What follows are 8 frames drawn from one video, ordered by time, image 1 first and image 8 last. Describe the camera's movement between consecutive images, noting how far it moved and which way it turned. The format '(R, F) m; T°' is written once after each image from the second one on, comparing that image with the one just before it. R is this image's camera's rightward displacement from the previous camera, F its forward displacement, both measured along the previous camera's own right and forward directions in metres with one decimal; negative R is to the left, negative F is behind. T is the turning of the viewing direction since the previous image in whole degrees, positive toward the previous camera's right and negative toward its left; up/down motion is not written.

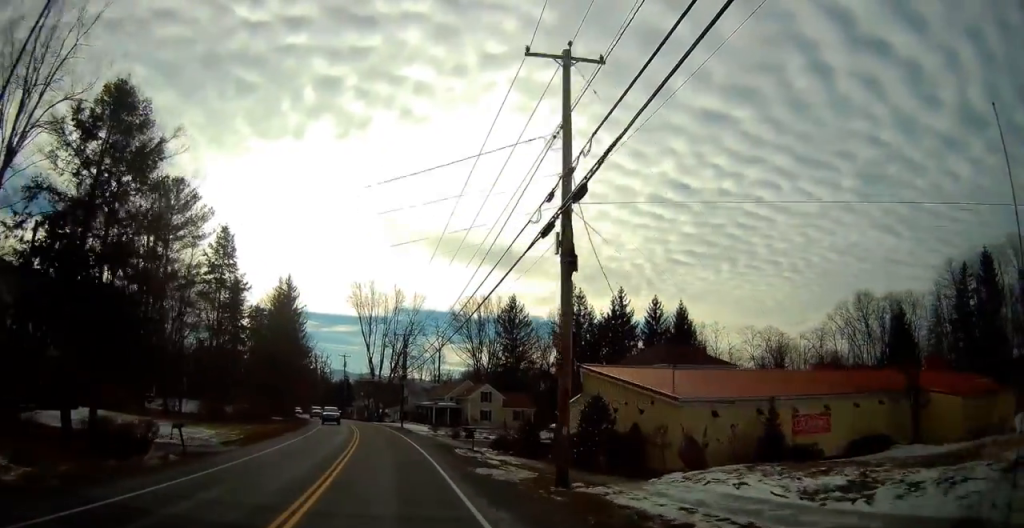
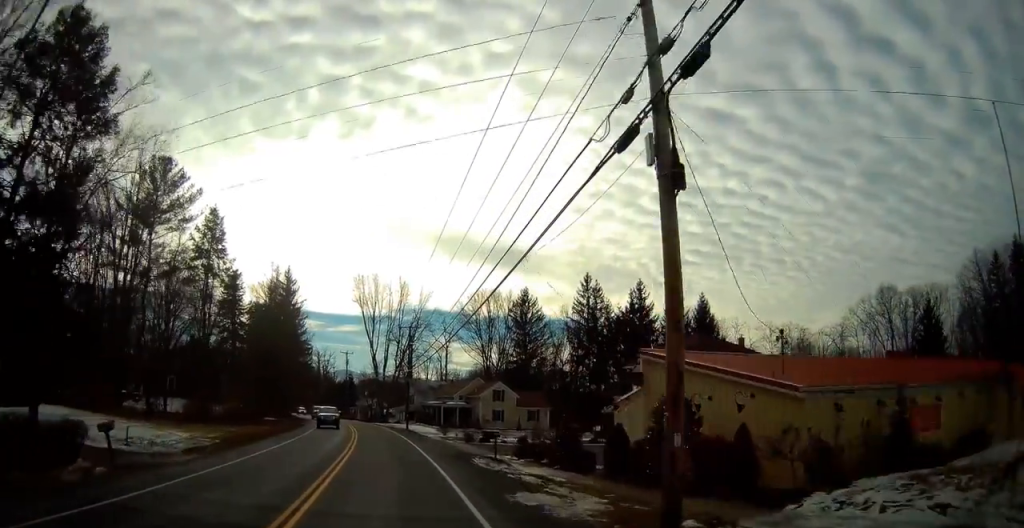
(-0.2, +5.6) m; -2°
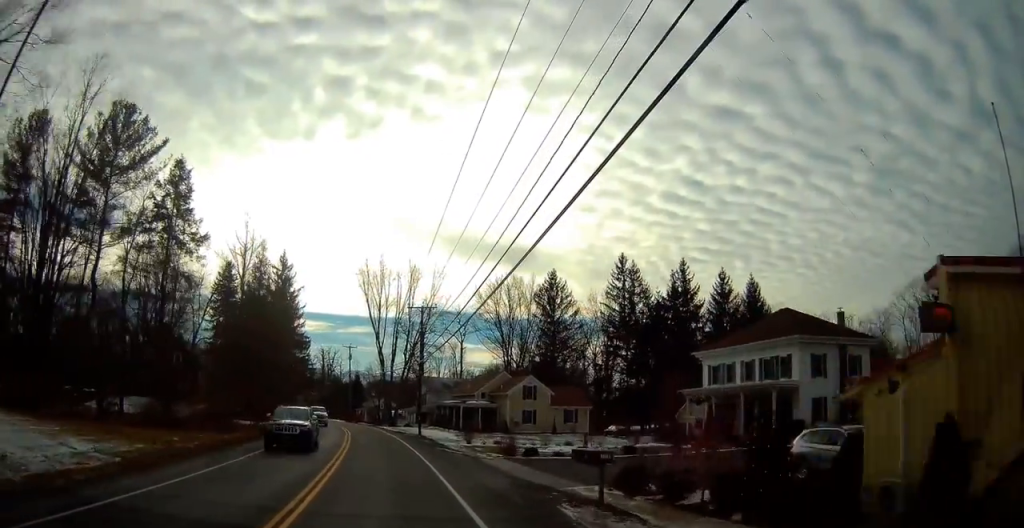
(-0.1, +11.7) m; -1°
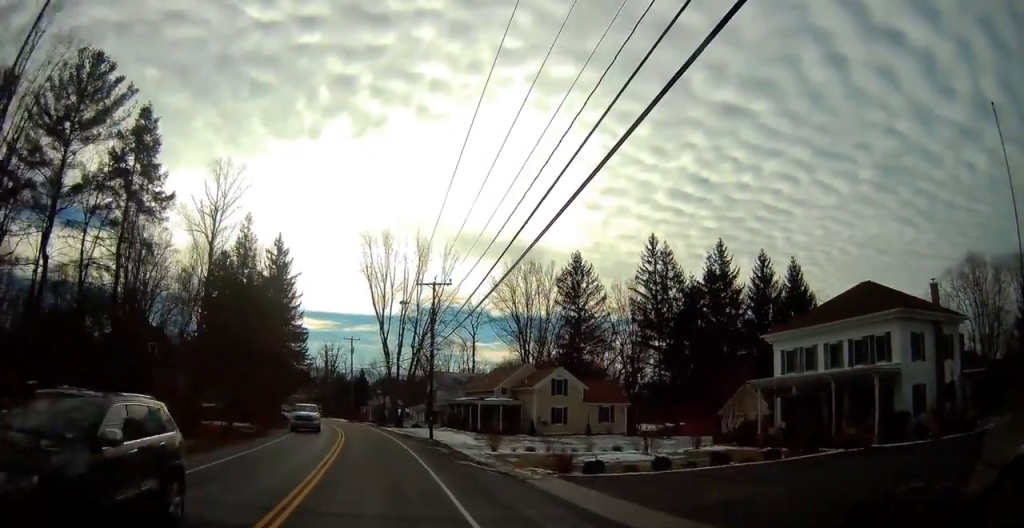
(0.0, +8.4) m; 0°
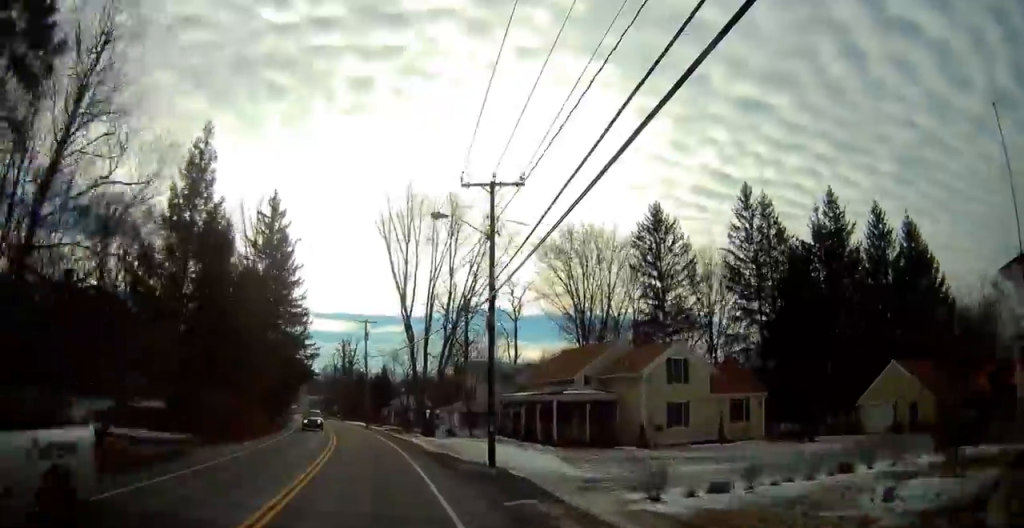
(0.0, +17.8) m; 0°
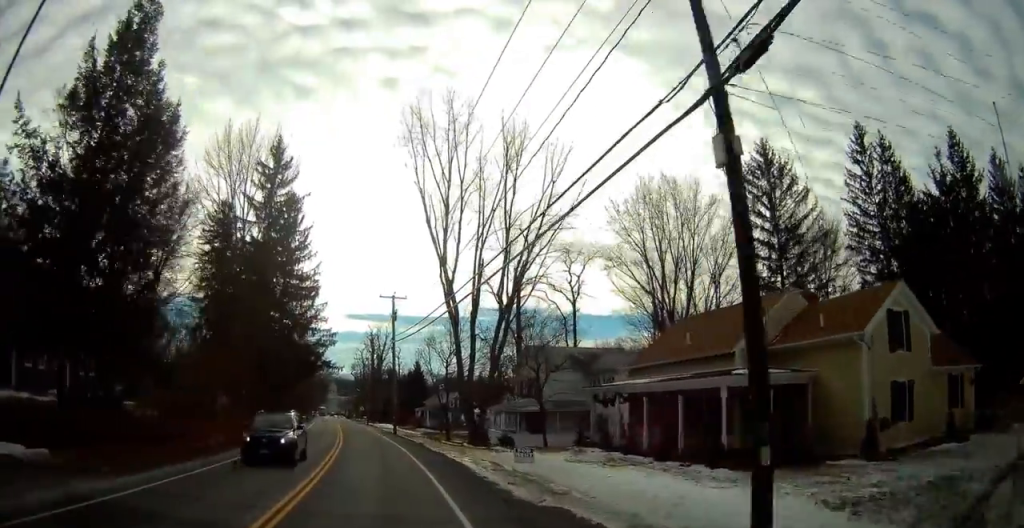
(0.0, +14.5) m; 0°
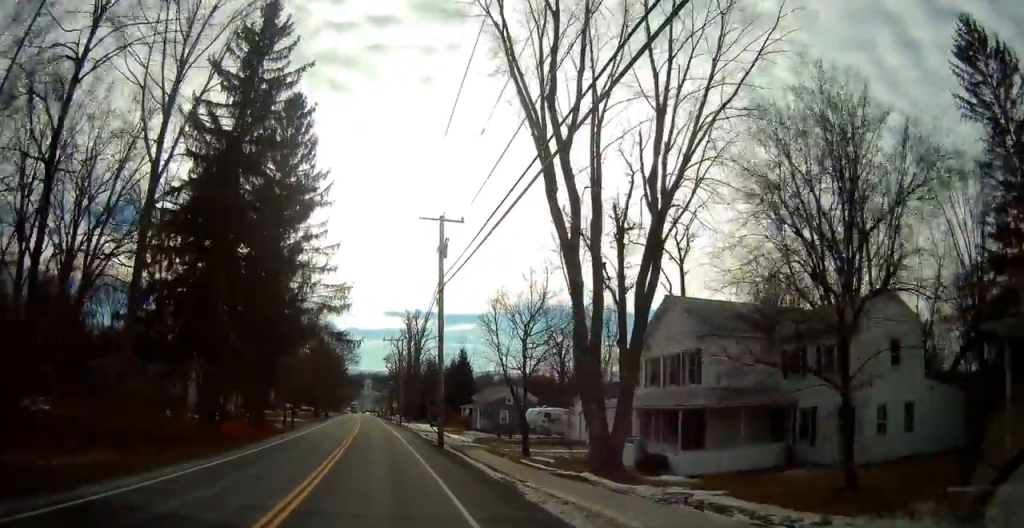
(0.0, +20.6) m; 0°
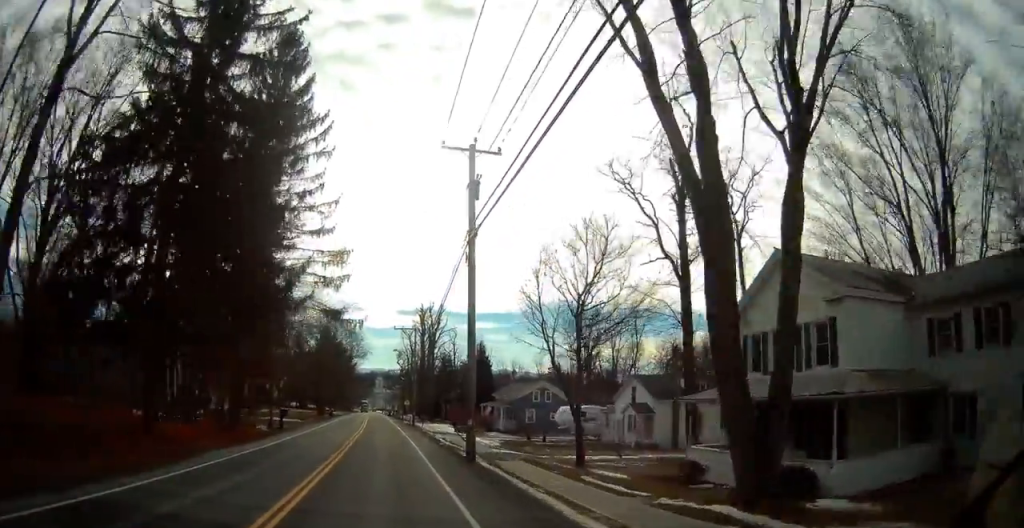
(0.0, +8.4) m; -2°
